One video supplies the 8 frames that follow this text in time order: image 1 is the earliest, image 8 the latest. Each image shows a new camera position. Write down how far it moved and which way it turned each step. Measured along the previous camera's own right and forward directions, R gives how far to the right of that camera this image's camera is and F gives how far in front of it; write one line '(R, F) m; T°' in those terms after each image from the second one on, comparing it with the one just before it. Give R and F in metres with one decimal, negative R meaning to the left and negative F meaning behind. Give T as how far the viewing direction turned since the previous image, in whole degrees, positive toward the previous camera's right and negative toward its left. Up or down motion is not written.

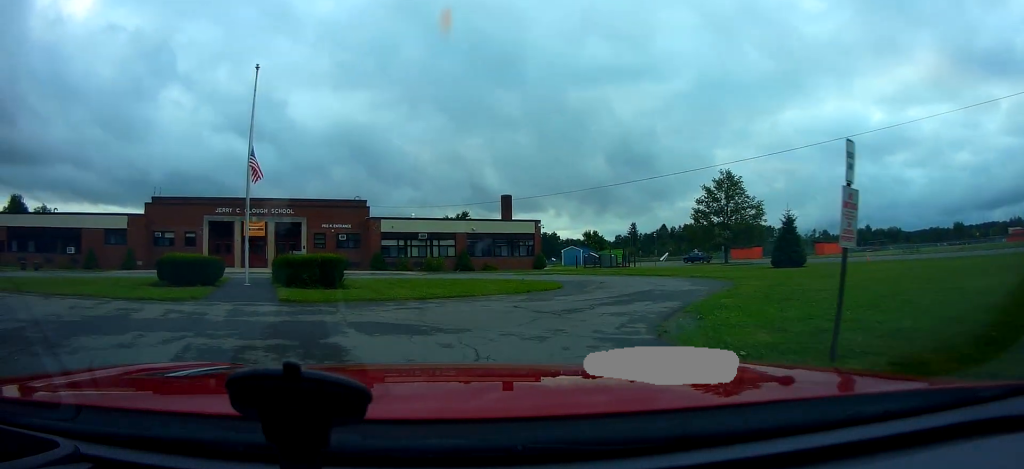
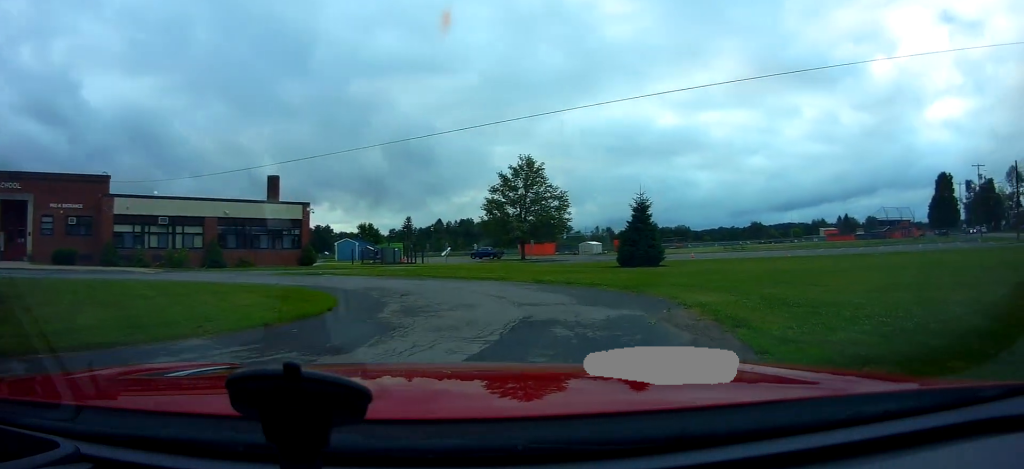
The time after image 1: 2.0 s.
(+0.5, +11.1) m; +14°
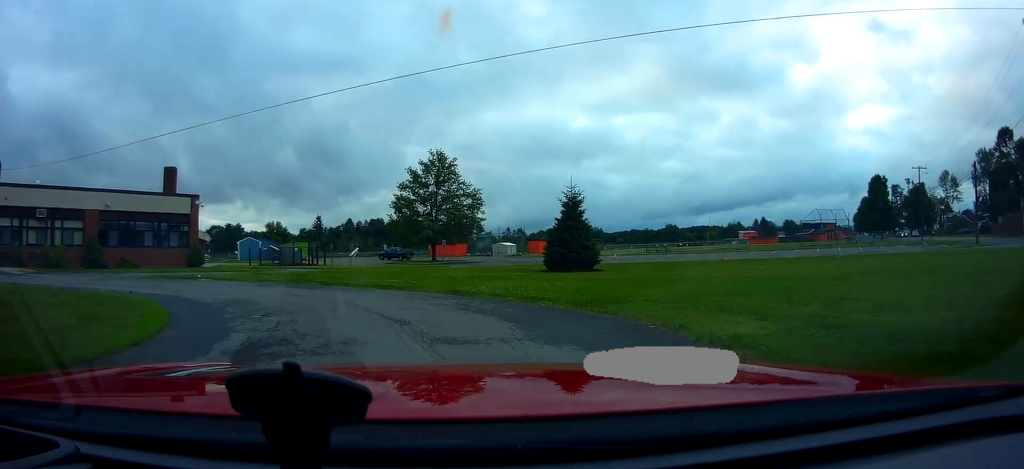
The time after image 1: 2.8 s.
(+0.5, +4.7) m; +5°
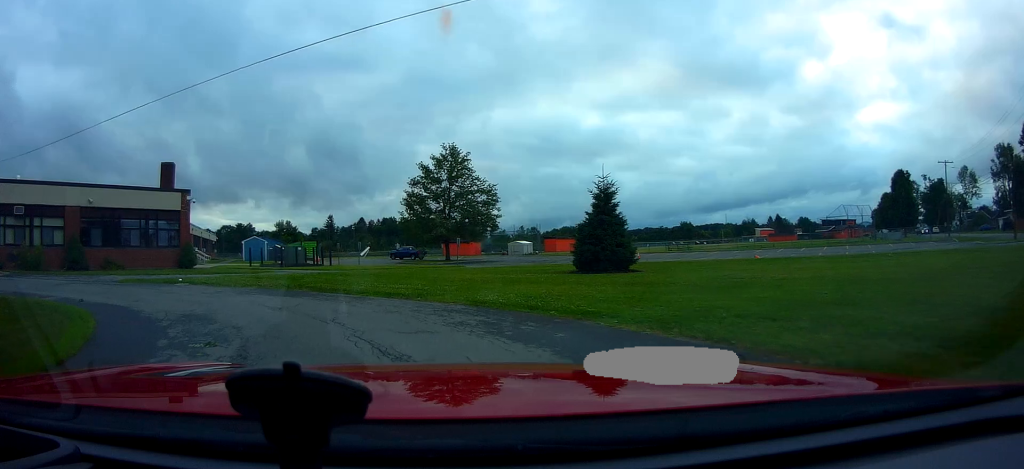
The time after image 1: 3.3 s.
(+0.4, +3.4) m; +1°
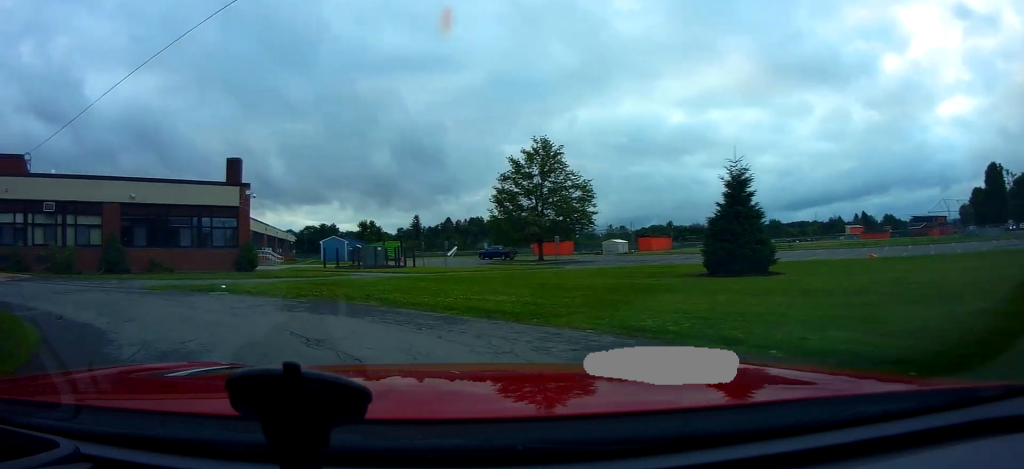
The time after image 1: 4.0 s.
(-0.4, +4.2) m; -15°
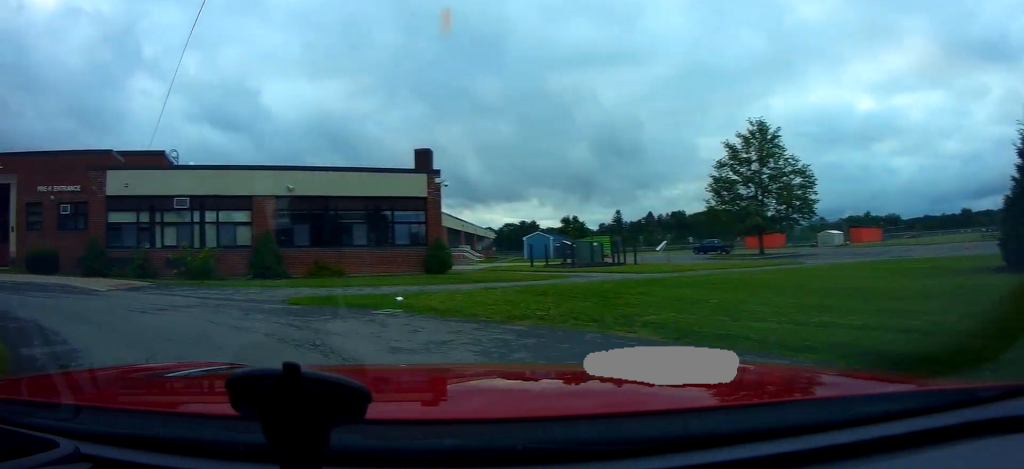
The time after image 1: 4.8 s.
(-1.0, +4.9) m; -20°
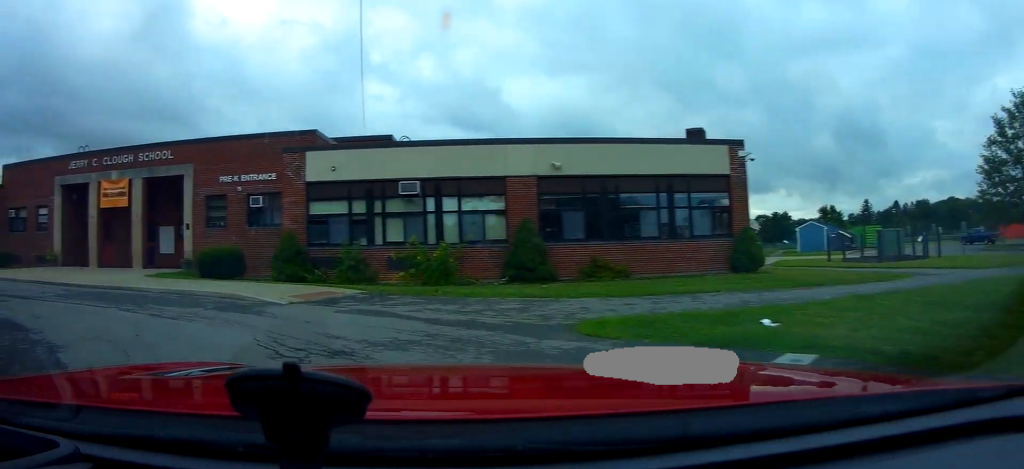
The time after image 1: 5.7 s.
(-1.1, +5.4) m; -21°
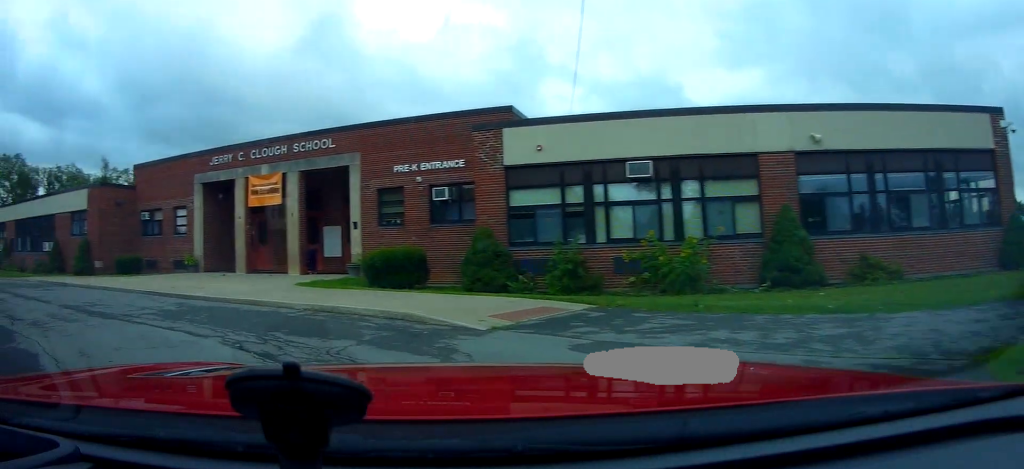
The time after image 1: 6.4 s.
(-0.2, +4.1) m; -15°
